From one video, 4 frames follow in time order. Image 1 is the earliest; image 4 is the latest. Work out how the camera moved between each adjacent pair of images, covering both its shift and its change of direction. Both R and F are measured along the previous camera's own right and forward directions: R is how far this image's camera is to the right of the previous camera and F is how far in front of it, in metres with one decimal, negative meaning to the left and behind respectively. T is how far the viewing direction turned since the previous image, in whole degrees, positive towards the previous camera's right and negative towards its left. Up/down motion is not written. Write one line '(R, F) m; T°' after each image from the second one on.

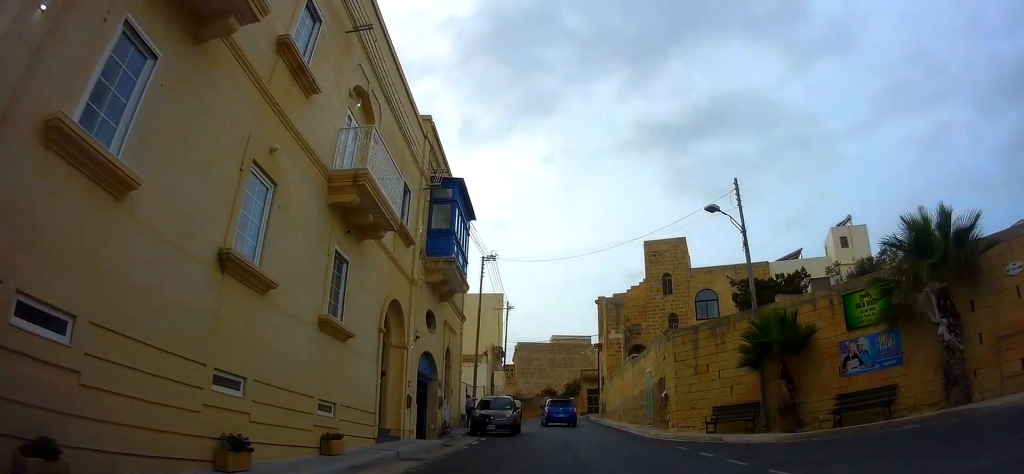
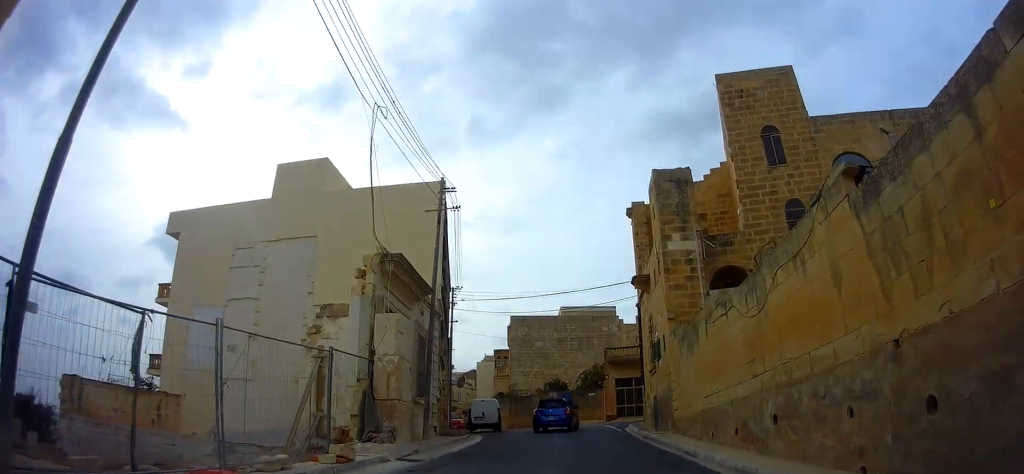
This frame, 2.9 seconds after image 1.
(+1.8, +24.1) m; 0°
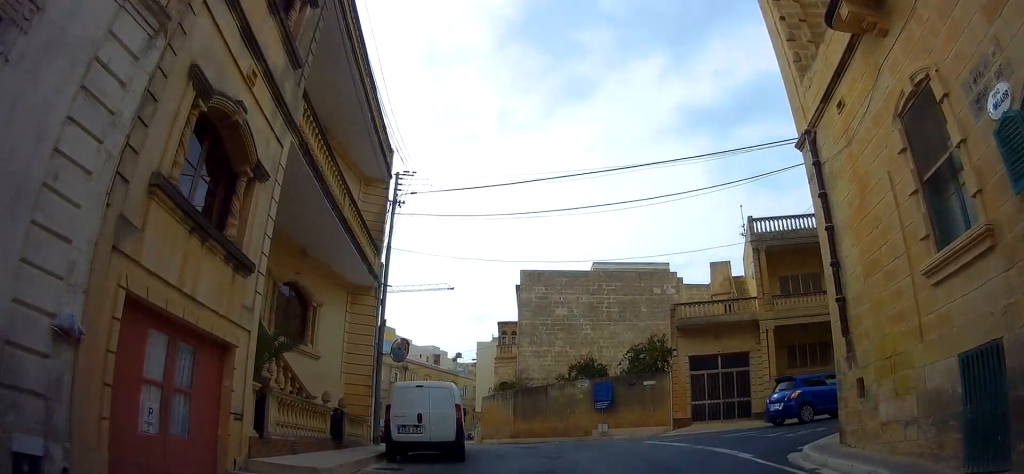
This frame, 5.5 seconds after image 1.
(-2.0, +18.3) m; -4°
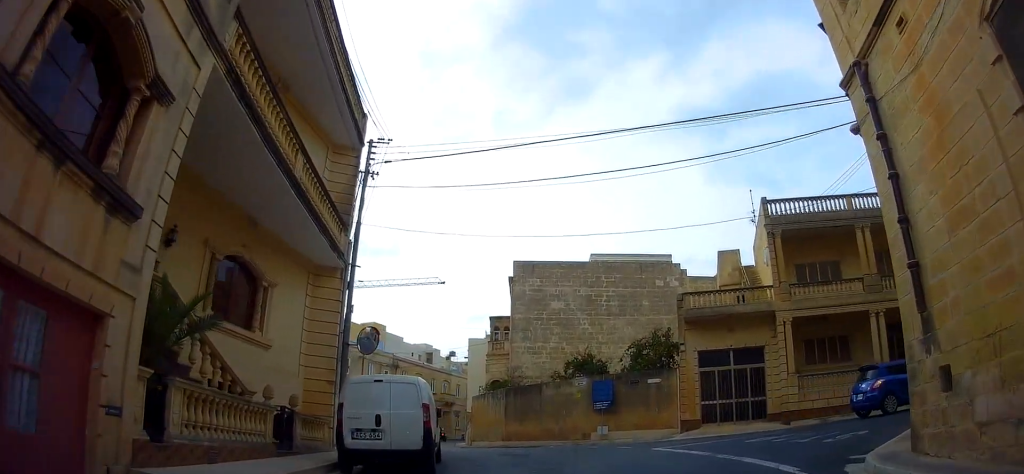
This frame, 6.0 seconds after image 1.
(+0.2, +2.9) m; +4°
